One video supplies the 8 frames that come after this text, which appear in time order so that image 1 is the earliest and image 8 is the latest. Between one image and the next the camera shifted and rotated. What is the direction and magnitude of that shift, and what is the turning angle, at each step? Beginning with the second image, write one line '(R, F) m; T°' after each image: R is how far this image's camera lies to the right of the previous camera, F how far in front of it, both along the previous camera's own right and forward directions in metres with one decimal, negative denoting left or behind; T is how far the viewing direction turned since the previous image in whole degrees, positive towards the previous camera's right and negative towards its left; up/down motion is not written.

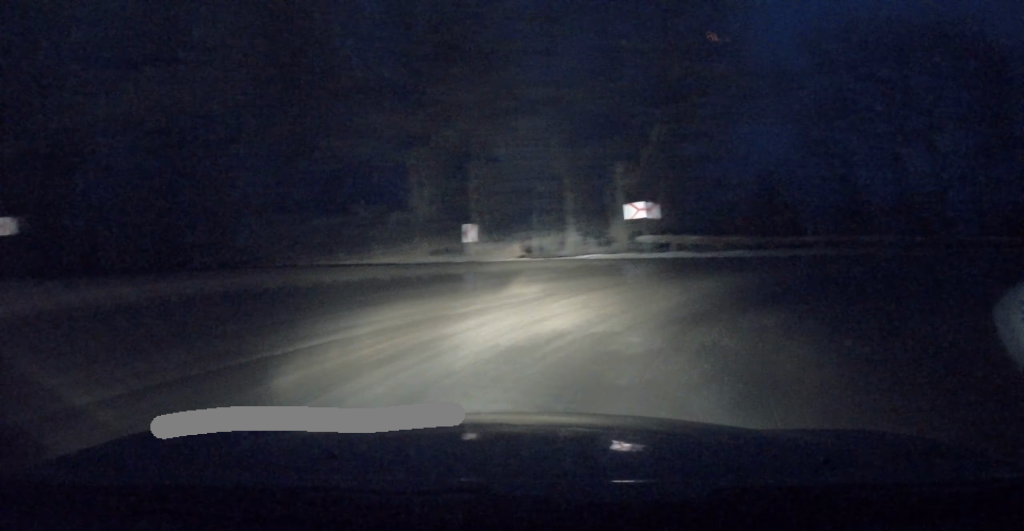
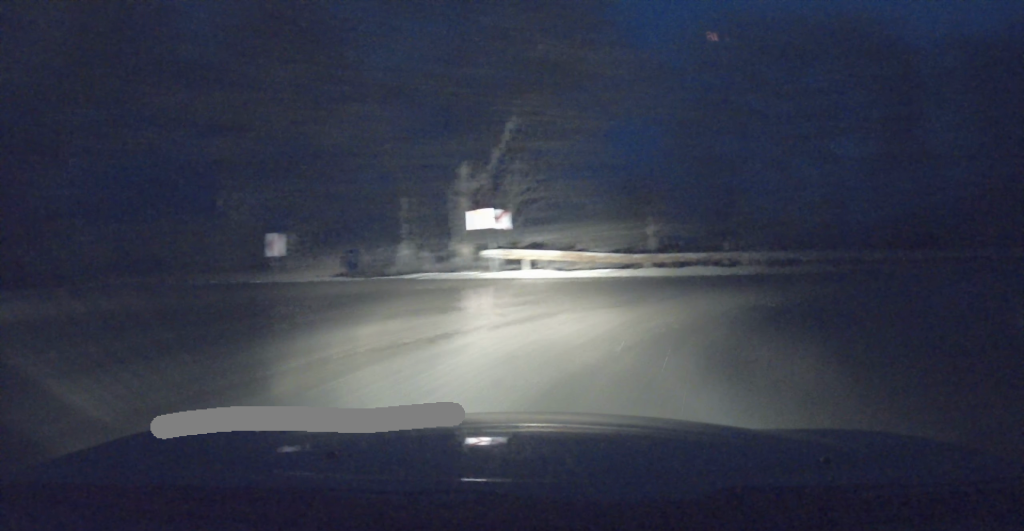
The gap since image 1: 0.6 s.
(+0.6, +3.8) m; +15°
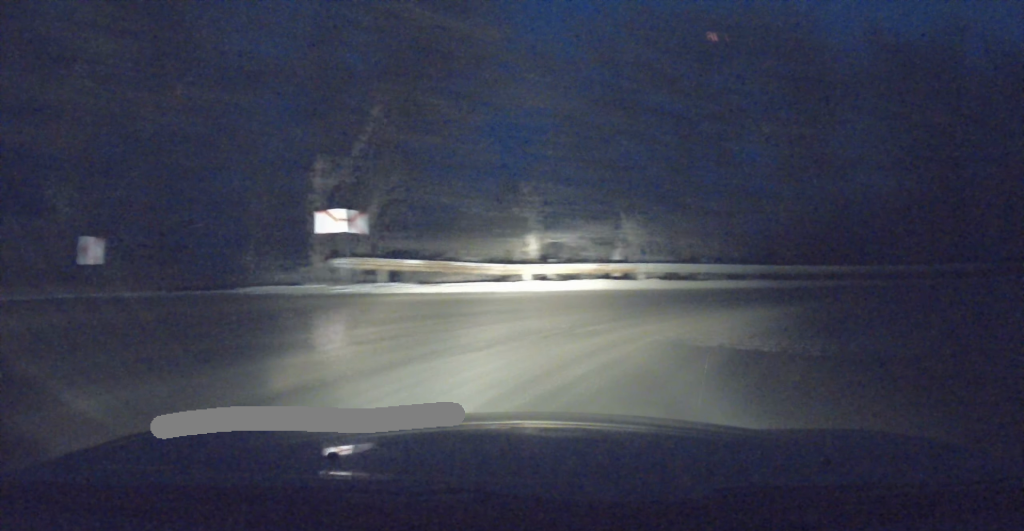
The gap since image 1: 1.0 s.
(0.0, +2.8) m; +12°
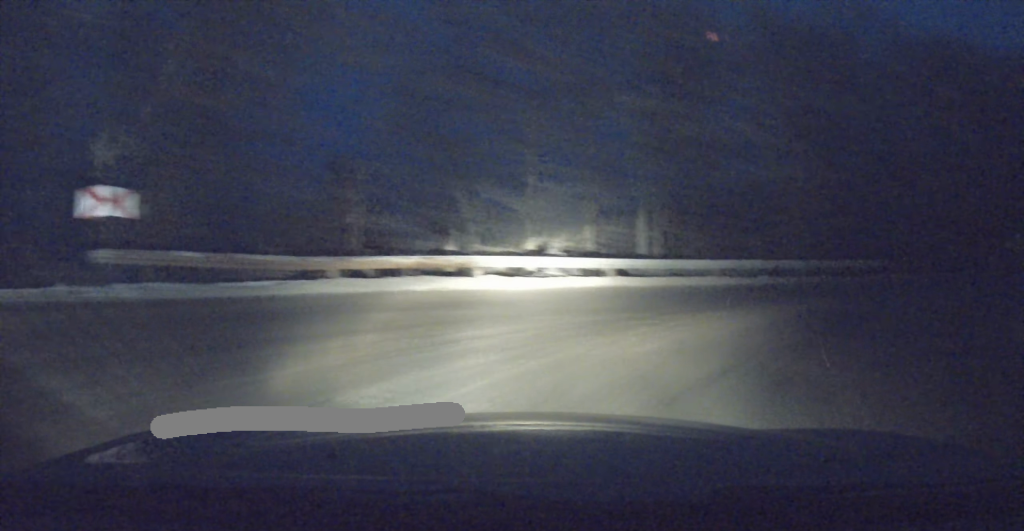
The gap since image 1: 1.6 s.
(+0.6, +3.2) m; +13°
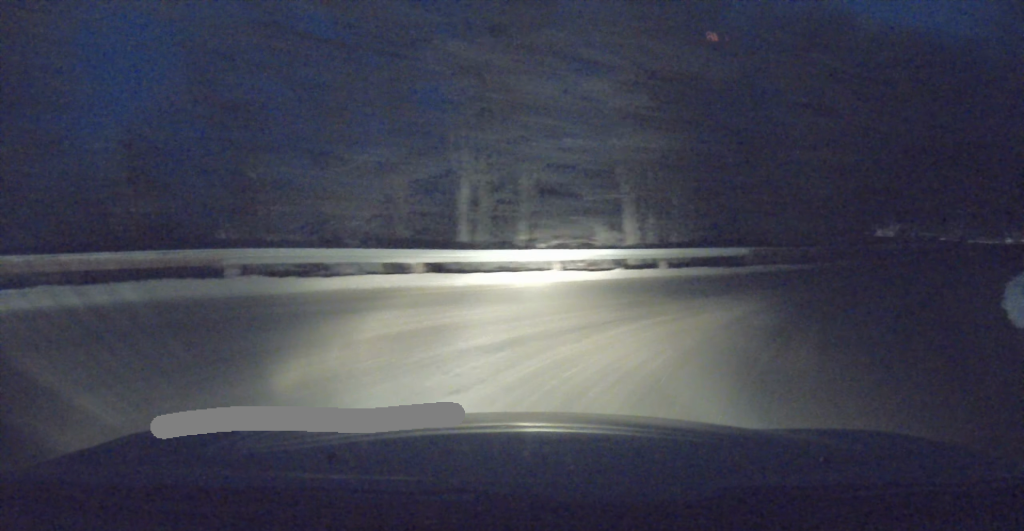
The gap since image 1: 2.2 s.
(+0.5, +3.7) m; +13°
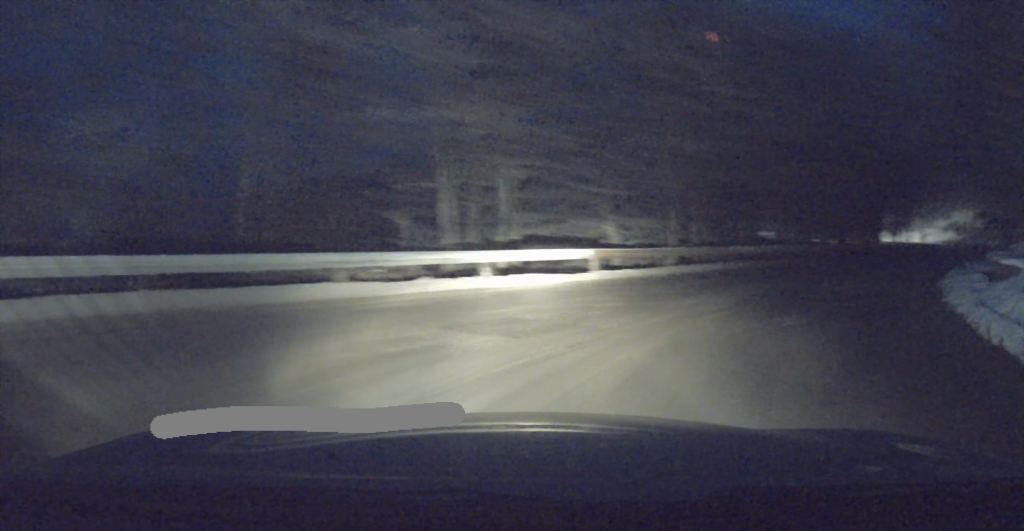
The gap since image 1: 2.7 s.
(+0.4, +3.3) m; +10°
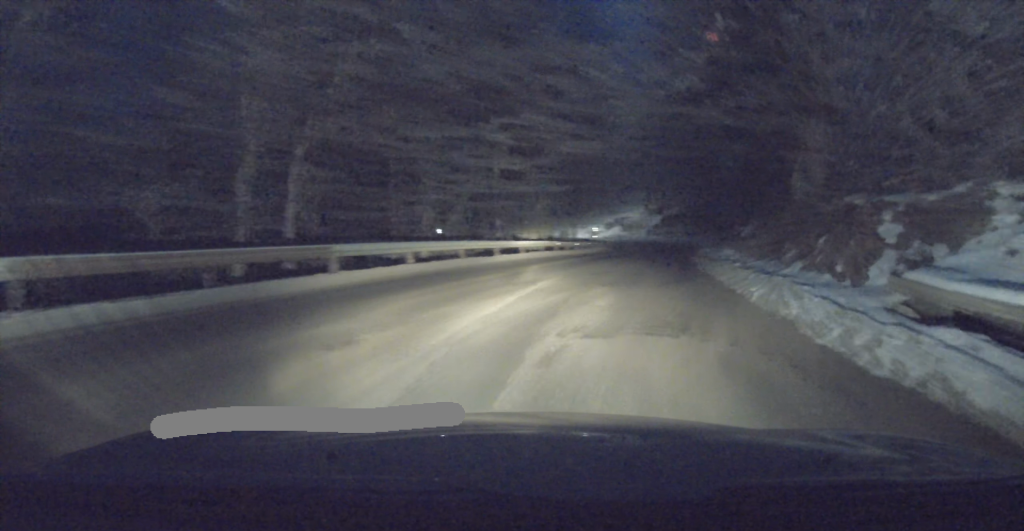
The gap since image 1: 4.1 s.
(+1.5, +7.4) m; +25°
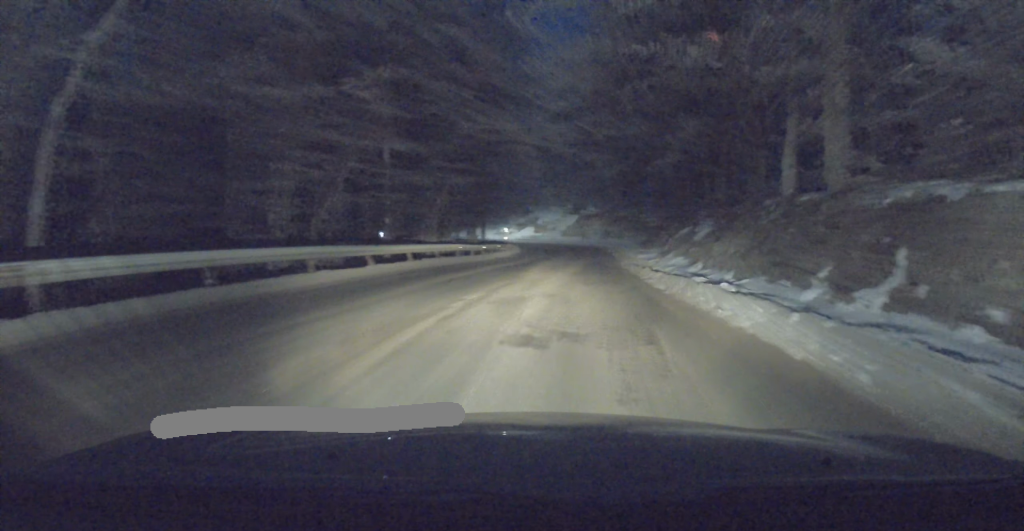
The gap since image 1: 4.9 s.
(+0.8, +5.2) m; +11°
